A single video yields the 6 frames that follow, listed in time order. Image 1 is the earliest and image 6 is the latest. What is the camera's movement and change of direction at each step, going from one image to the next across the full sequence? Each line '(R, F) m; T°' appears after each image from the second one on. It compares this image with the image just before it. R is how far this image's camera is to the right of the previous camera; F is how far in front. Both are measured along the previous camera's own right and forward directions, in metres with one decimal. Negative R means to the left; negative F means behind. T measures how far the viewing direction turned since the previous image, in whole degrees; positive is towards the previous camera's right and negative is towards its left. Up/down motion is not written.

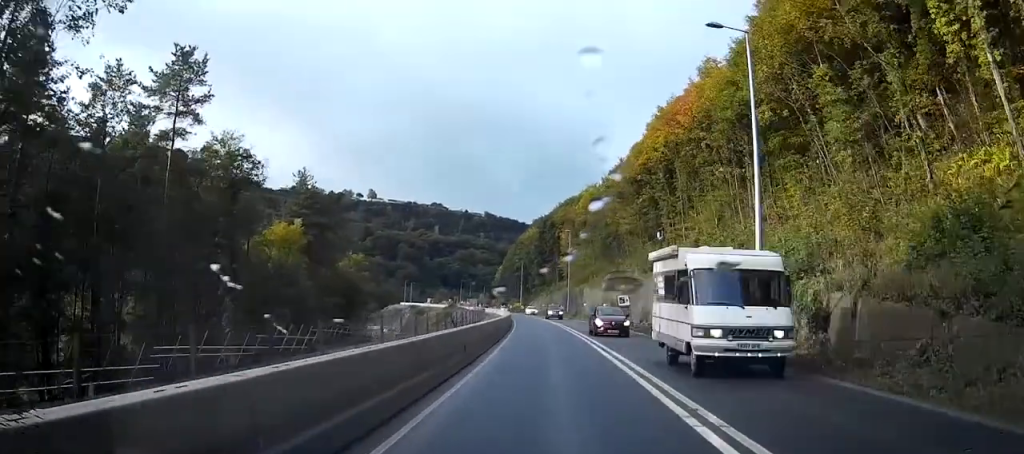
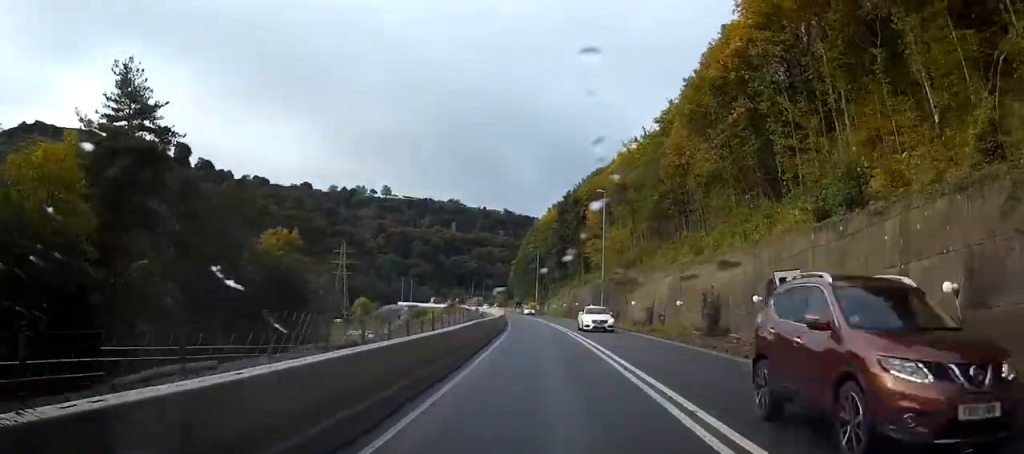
(-0.3, +38.5) m; -1°
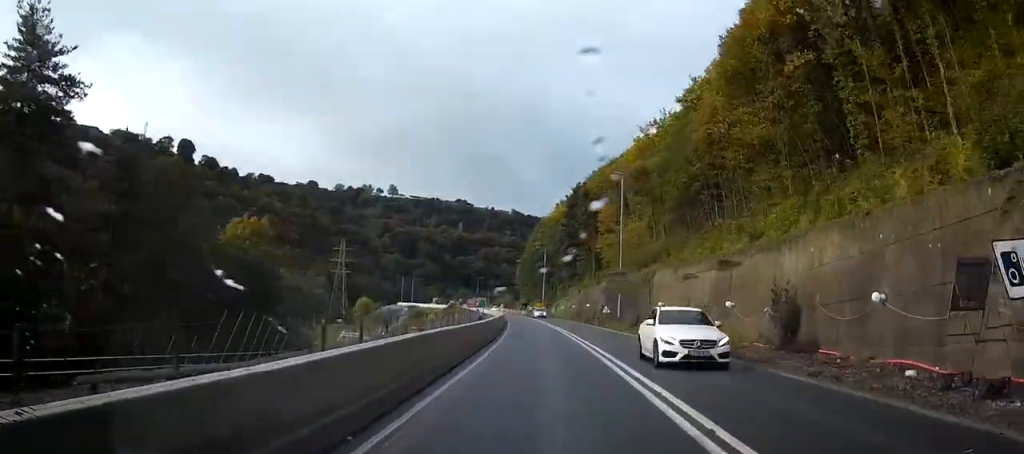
(-0.1, +11.2) m; 0°
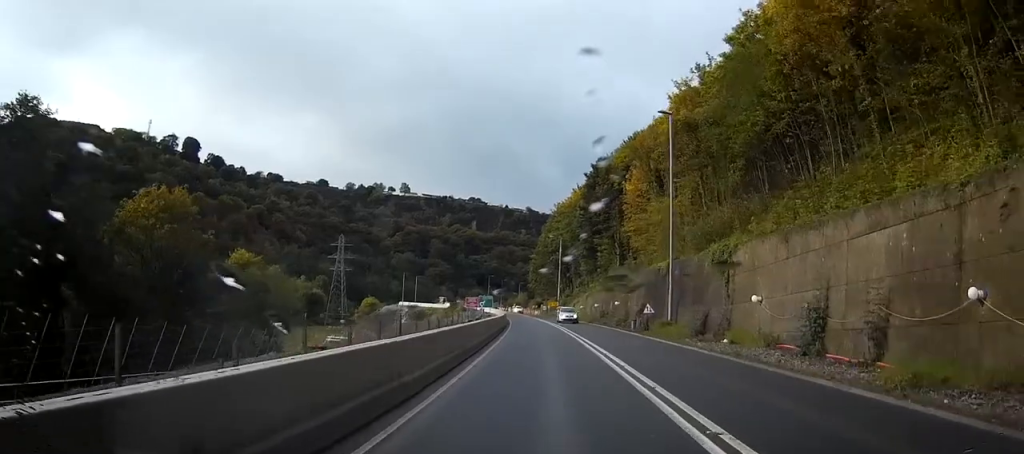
(0.0, +19.7) m; -1°
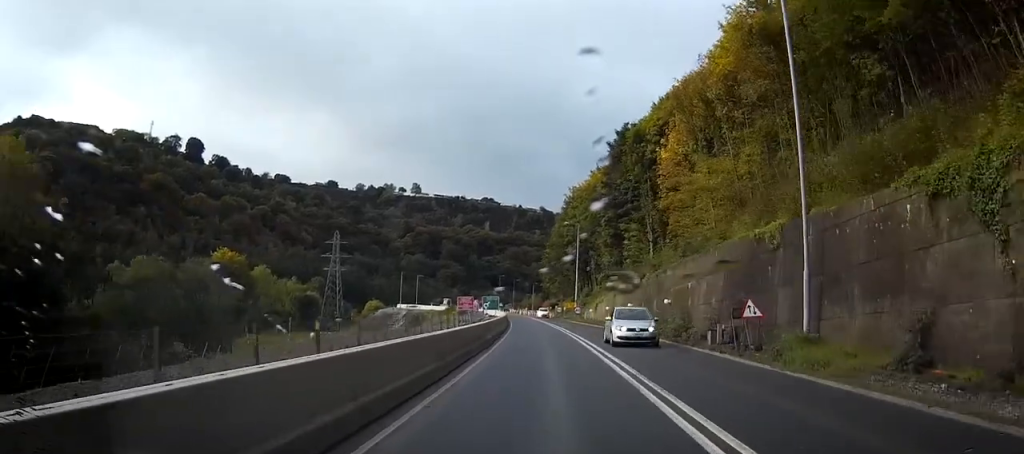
(-0.3, +20.2) m; -1°
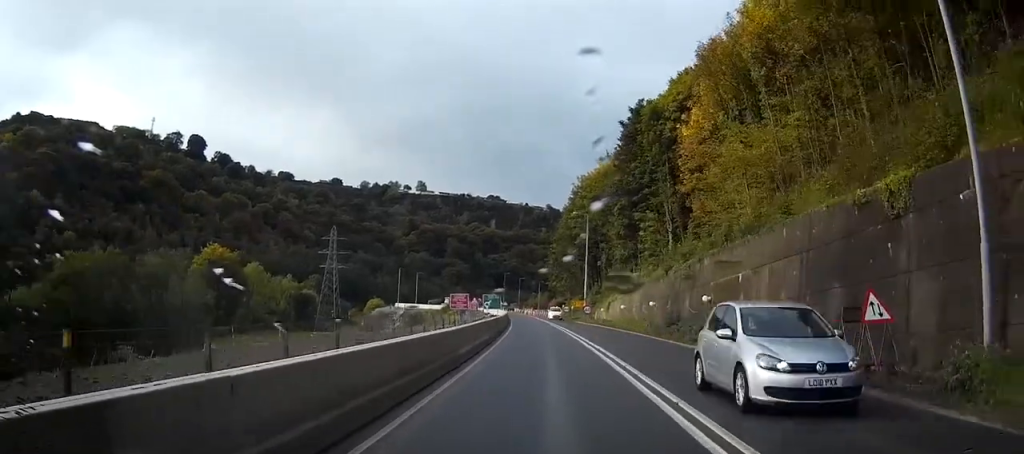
(0.0, +9.0) m; 0°
